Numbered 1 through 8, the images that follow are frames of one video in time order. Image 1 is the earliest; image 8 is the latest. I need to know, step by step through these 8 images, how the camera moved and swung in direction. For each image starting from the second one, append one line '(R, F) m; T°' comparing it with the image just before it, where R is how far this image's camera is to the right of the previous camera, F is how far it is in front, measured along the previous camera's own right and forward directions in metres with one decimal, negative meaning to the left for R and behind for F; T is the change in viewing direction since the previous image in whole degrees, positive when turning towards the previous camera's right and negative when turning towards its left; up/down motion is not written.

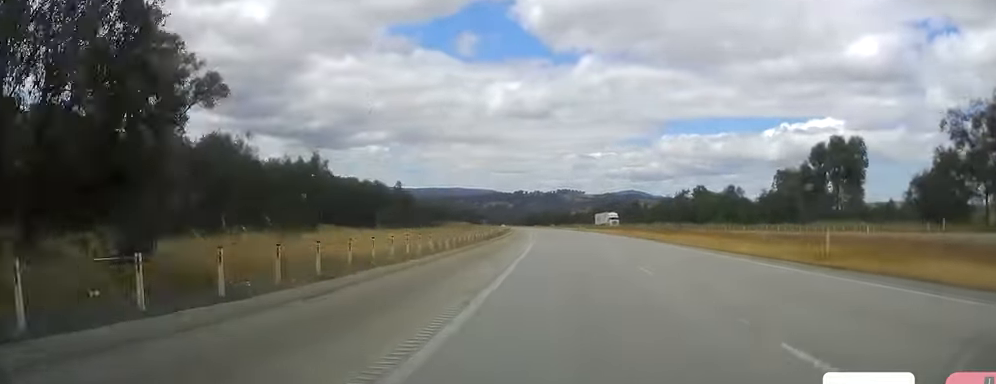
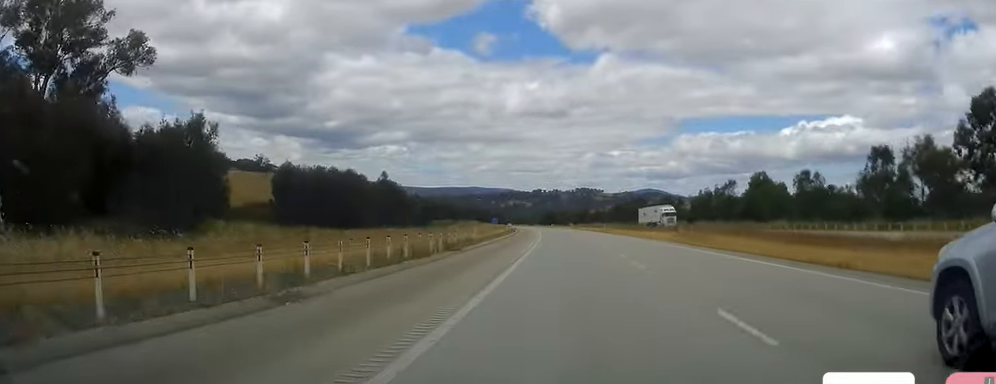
(-0.6, +33.5) m; -1°
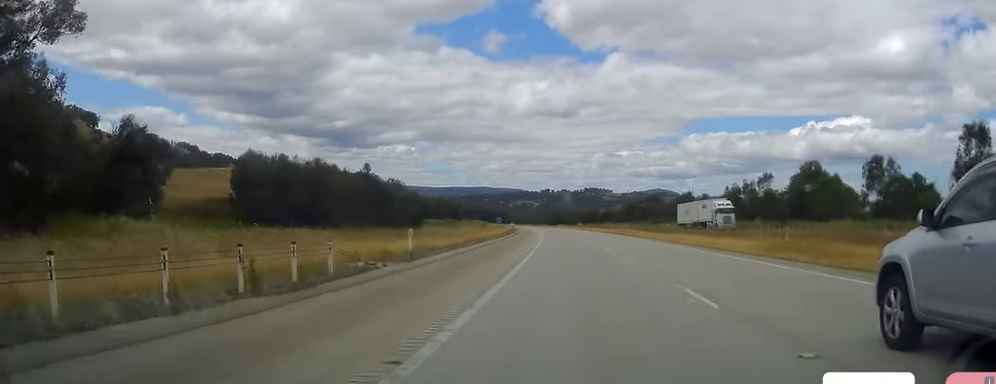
(0.0, +21.0) m; -1°
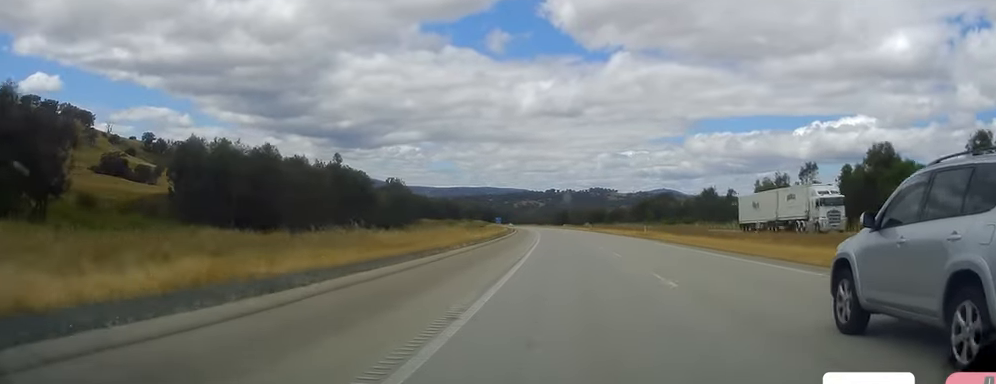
(+0.4, +21.0) m; -1°
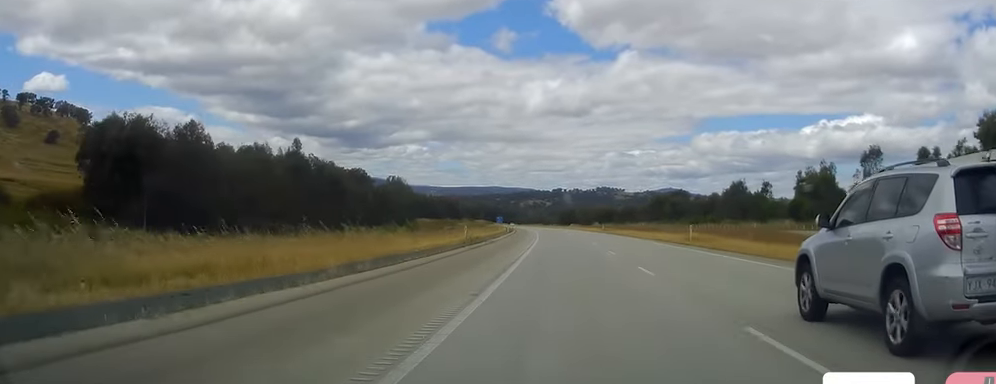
(-1.0, +21.1) m; 0°
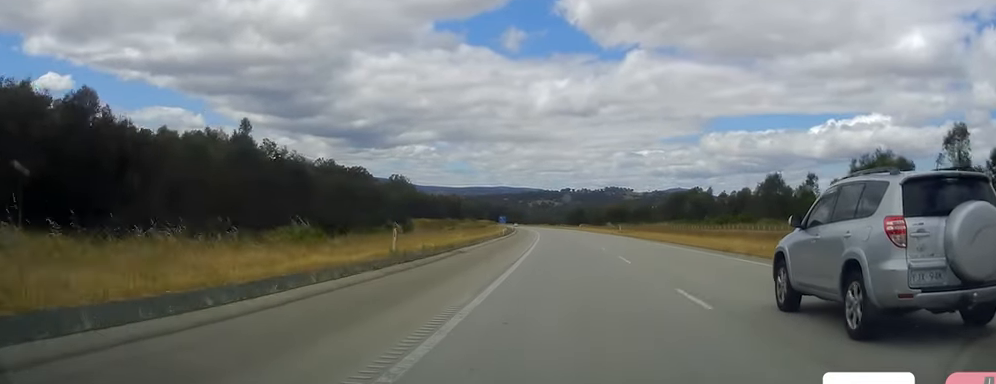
(+0.4, +19.2) m; 0°
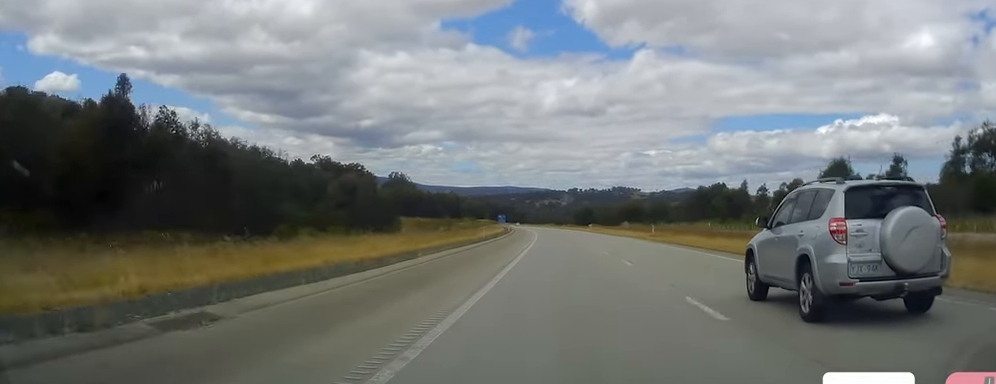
(+0.2, +25.9) m; -1°
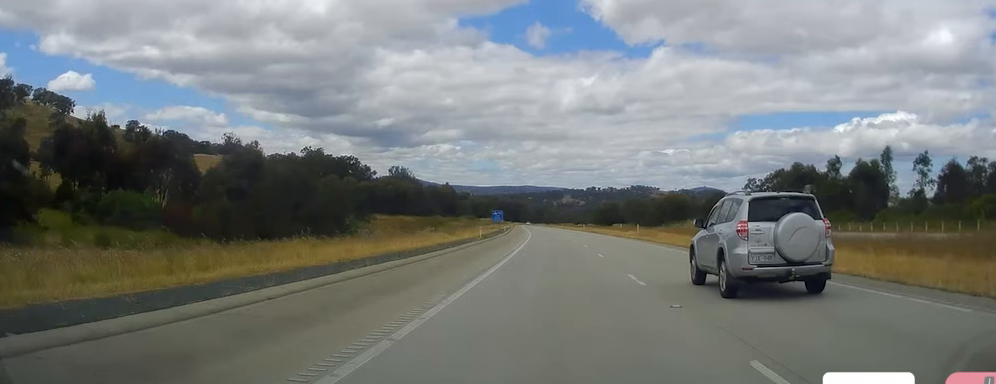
(-1.7, +55.6) m; -2°
